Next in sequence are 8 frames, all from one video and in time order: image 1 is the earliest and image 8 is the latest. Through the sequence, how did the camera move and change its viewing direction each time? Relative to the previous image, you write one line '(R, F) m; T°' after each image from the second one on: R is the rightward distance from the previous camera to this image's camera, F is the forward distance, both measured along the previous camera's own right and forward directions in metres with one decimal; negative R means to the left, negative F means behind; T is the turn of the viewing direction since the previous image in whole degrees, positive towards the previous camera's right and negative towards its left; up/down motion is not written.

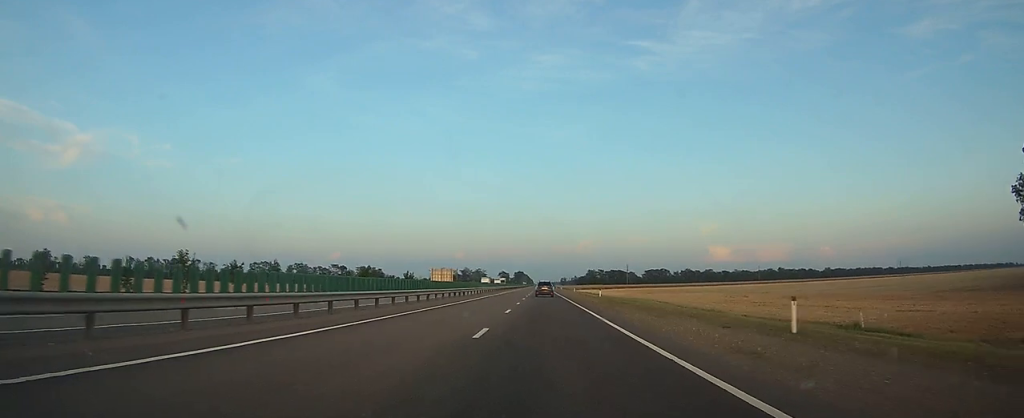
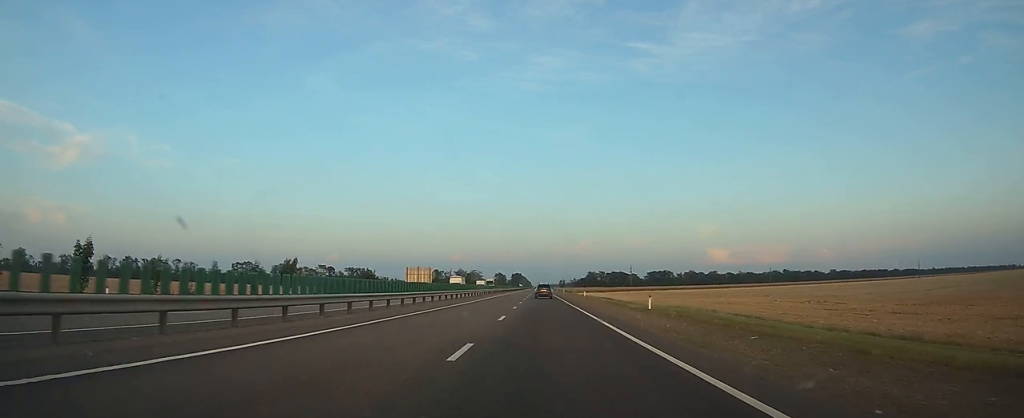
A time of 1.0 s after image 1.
(0.0, +27.4) m; 0°
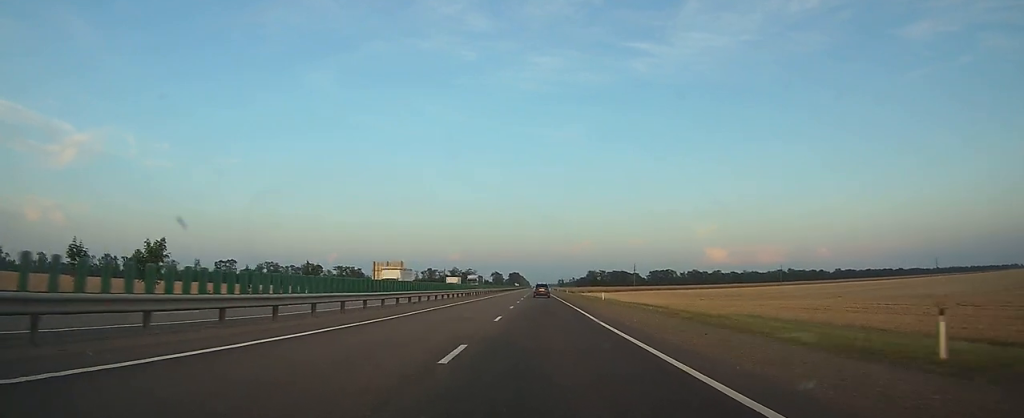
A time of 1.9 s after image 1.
(0.0, +24.1) m; 0°
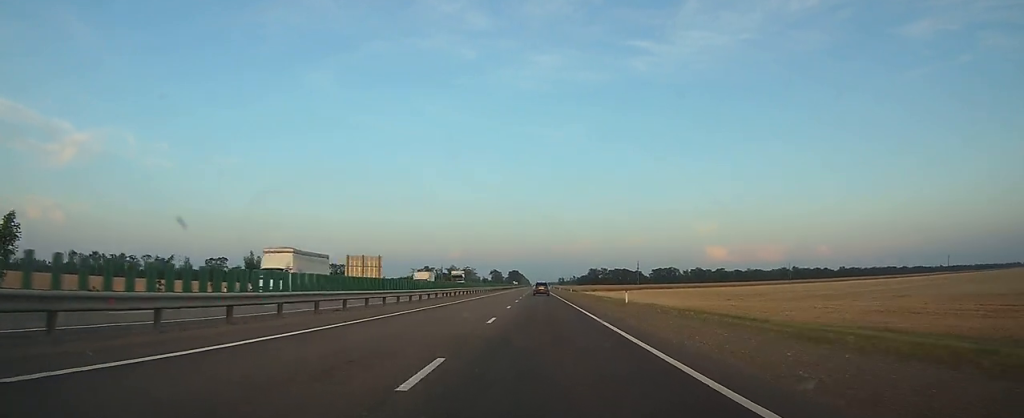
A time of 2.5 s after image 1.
(0.0, +14.3) m; 0°
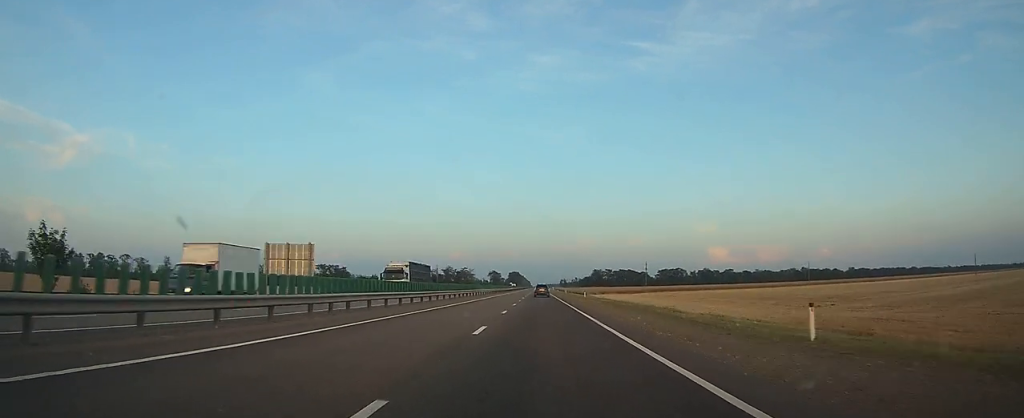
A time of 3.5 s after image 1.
(+0.1, +27.1) m; 0°
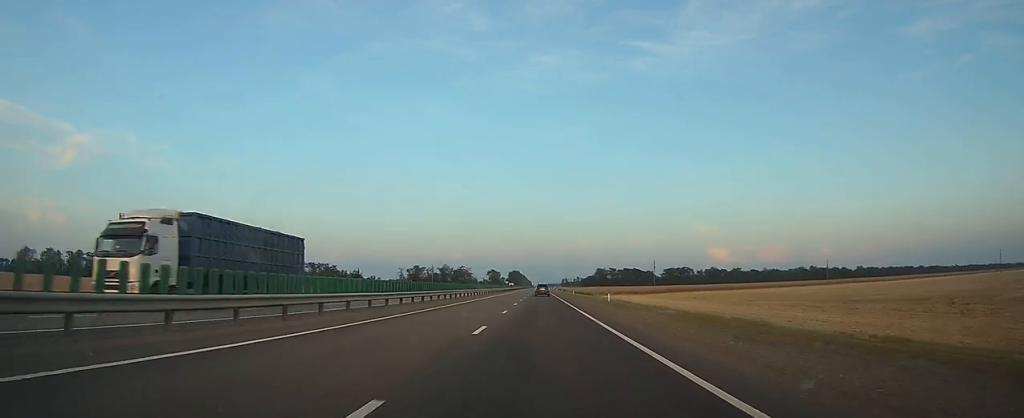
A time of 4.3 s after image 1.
(0.0, +23.7) m; 0°
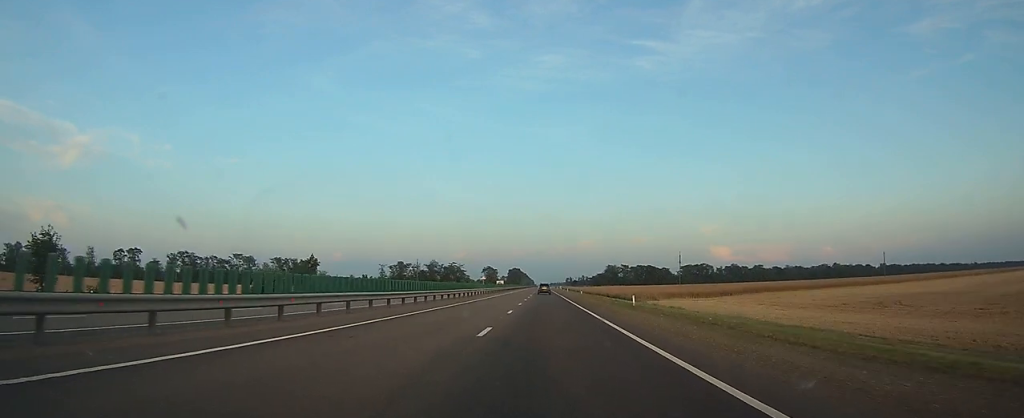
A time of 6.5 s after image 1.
(-0.1, +60.1) m; 0°
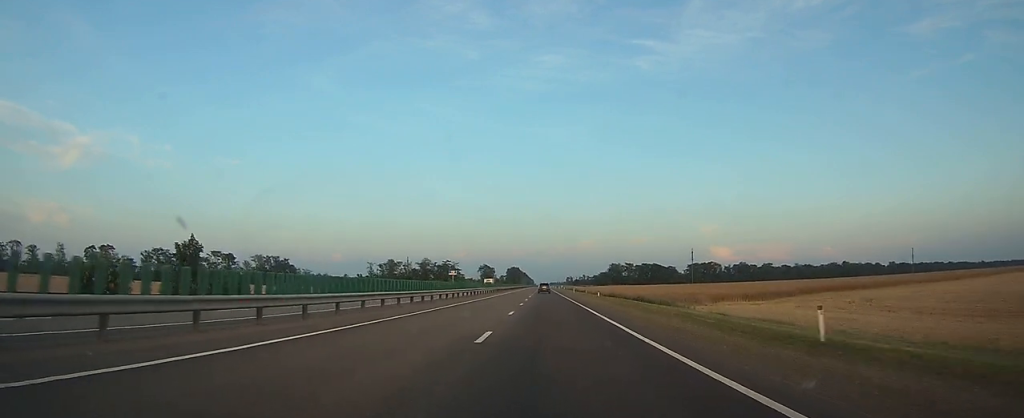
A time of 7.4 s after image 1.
(0.0, +25.4) m; 0°
